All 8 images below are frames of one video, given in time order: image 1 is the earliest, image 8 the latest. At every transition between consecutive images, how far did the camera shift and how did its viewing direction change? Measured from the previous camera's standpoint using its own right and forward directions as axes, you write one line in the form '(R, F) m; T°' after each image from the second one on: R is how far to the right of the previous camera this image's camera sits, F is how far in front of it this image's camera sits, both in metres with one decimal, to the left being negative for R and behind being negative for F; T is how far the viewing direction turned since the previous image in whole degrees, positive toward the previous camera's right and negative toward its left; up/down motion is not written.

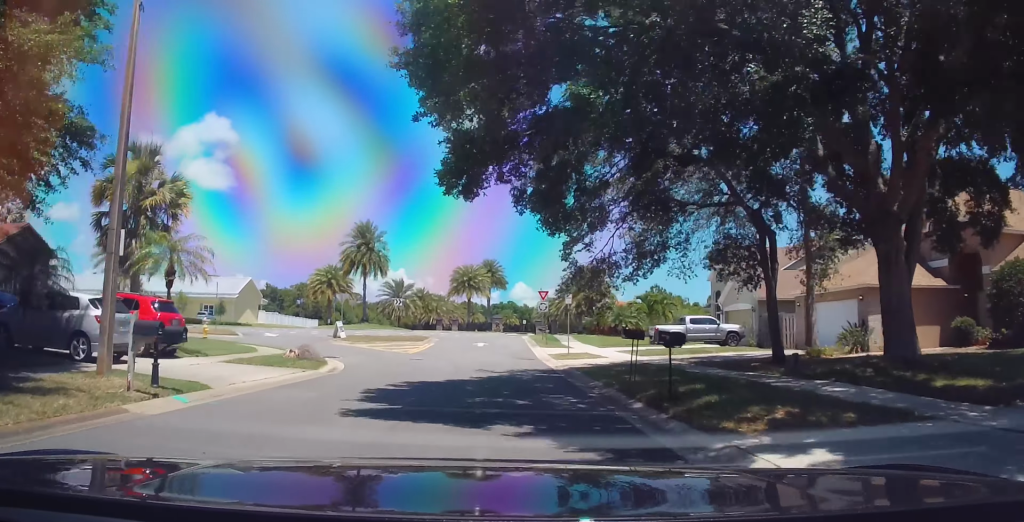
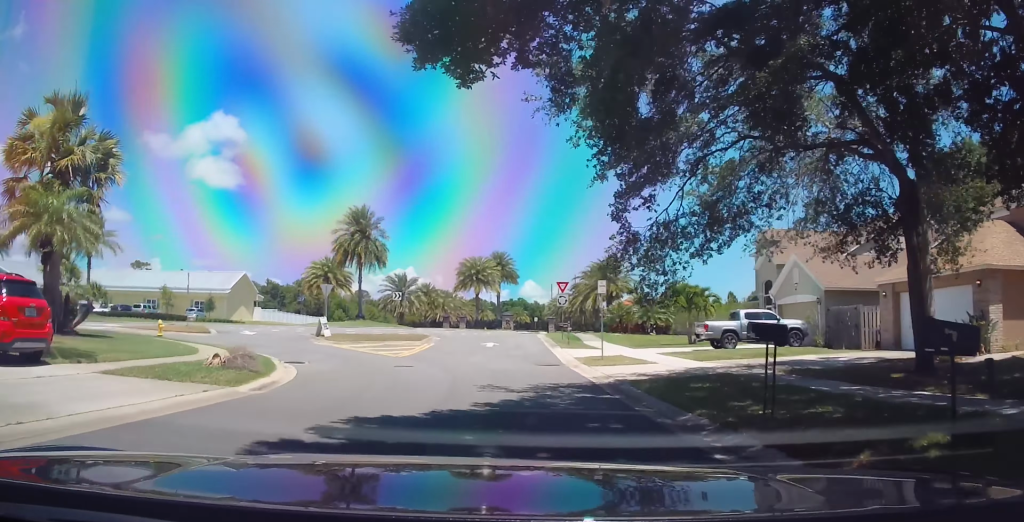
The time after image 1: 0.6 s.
(-0.2, +6.5) m; 0°
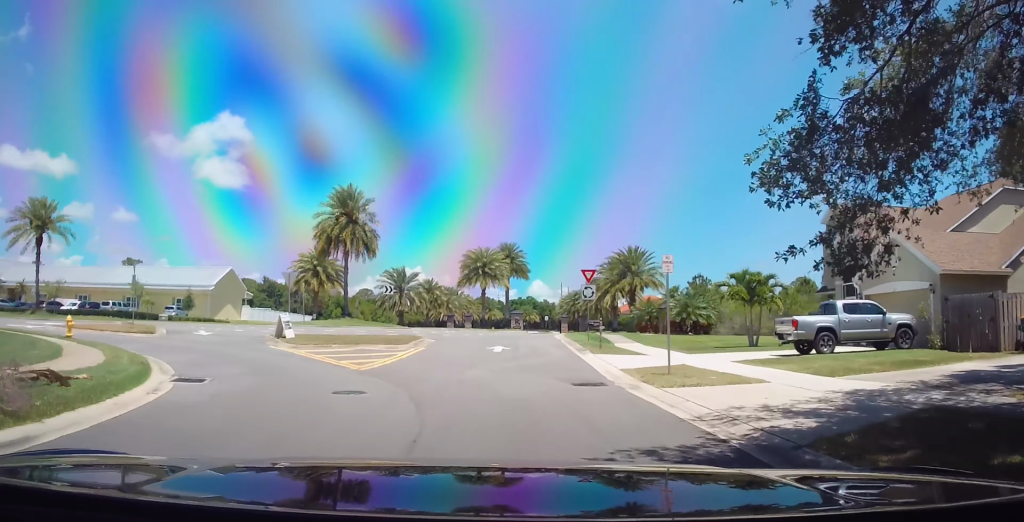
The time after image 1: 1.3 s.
(+0.3, +8.1) m; +2°
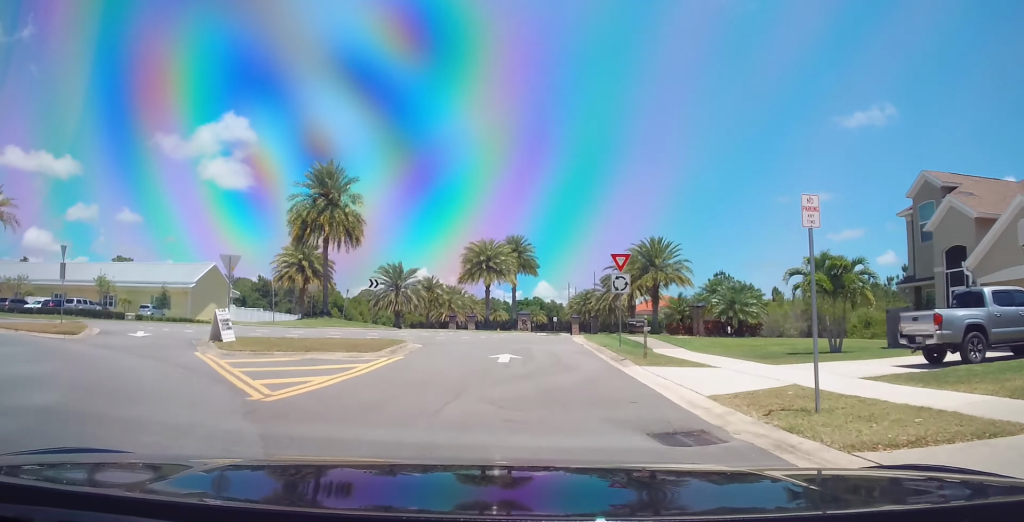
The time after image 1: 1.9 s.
(+0.1, +7.2) m; 0°
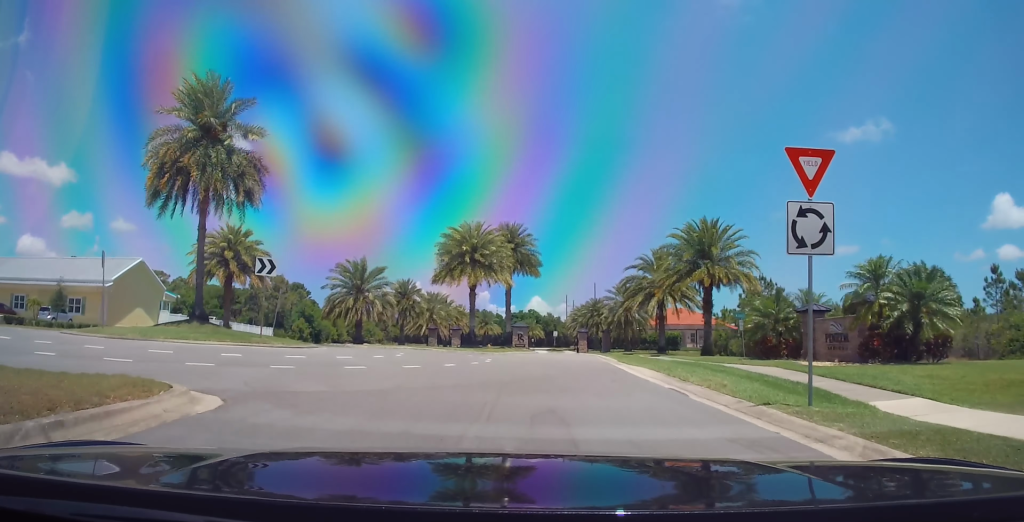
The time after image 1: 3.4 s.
(-0.6, +16.8) m; -2°
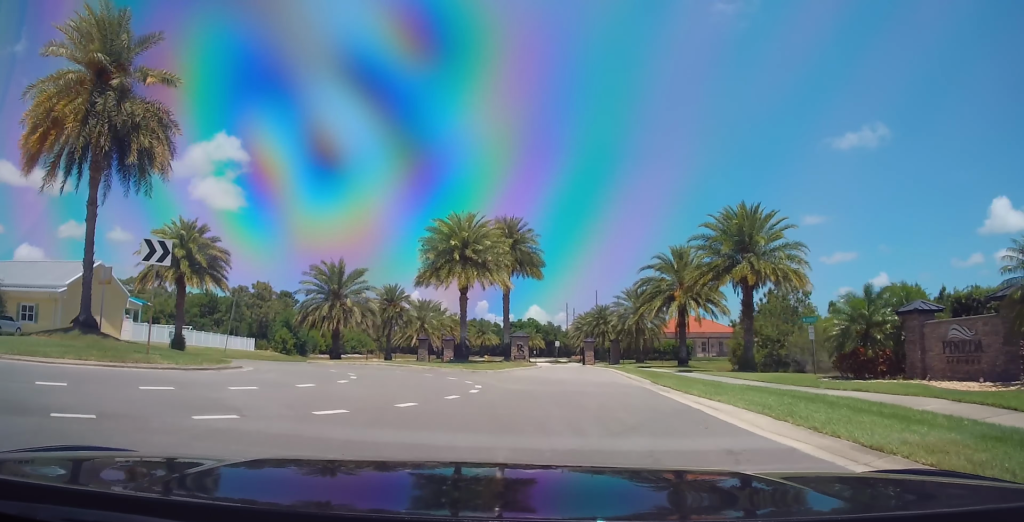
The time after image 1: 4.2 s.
(+0.2, +7.4) m; 0°
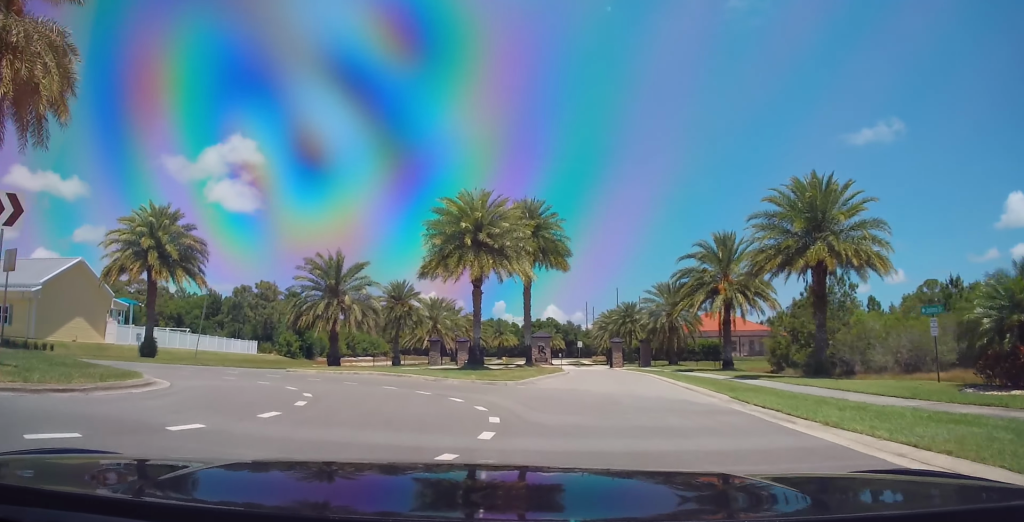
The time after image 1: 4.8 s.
(0.0, +6.3) m; -1°
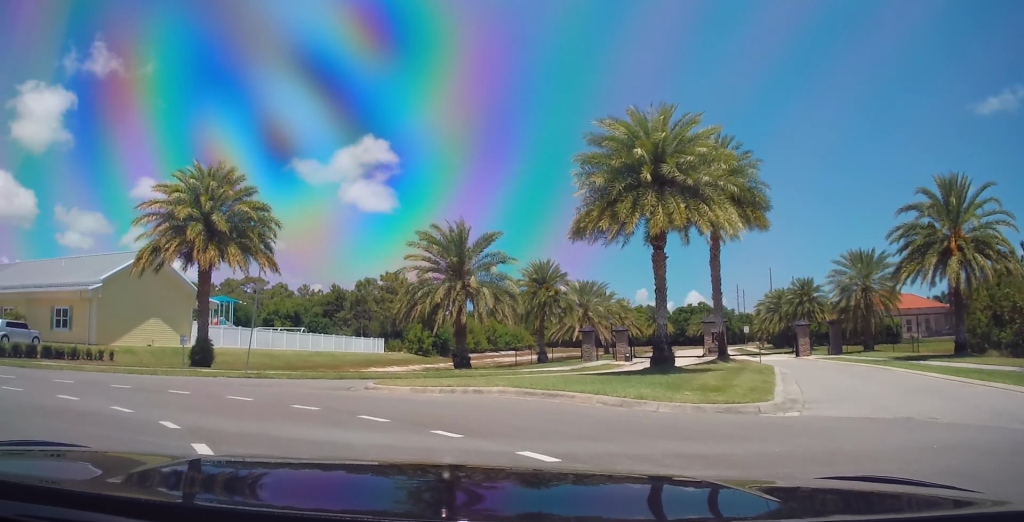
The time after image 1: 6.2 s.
(-0.5, +11.3) m; -11°
